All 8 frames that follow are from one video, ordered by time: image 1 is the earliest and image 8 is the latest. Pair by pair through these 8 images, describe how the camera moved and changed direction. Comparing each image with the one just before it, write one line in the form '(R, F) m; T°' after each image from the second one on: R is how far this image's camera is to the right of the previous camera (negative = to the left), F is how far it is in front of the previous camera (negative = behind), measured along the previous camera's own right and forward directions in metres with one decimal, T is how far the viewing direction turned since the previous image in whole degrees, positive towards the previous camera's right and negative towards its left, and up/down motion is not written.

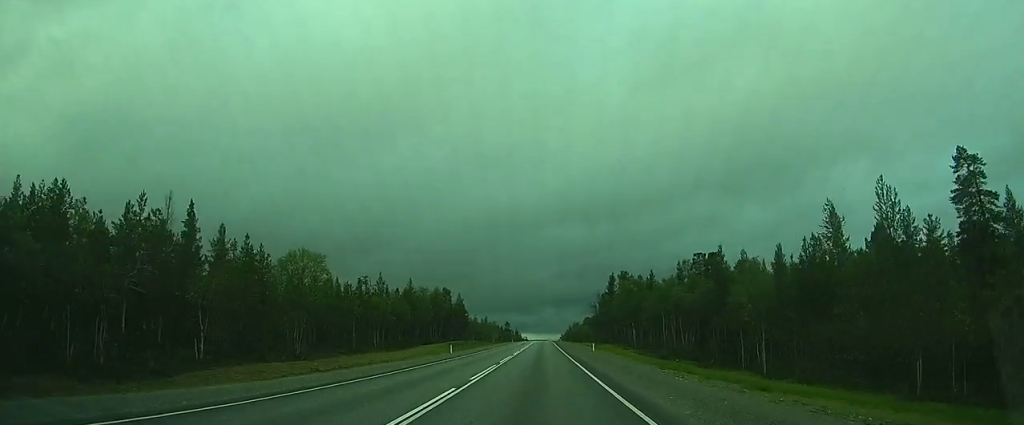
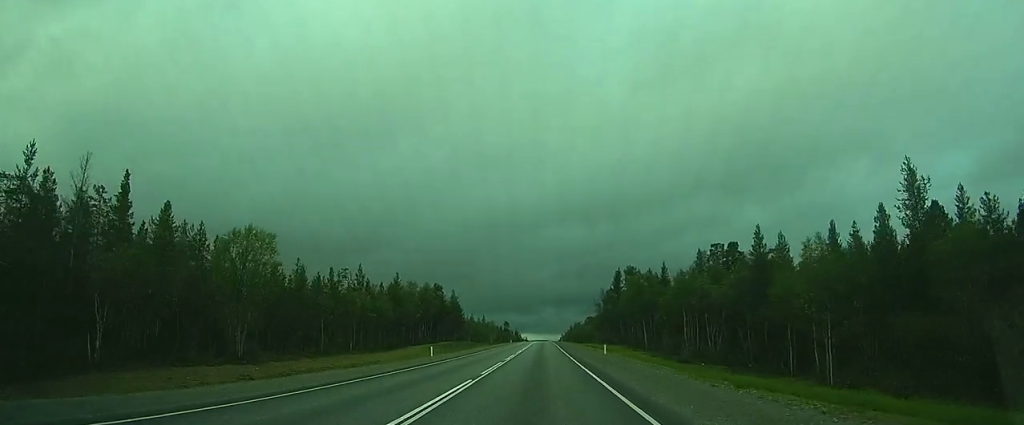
(0.0, +9.3) m; 0°
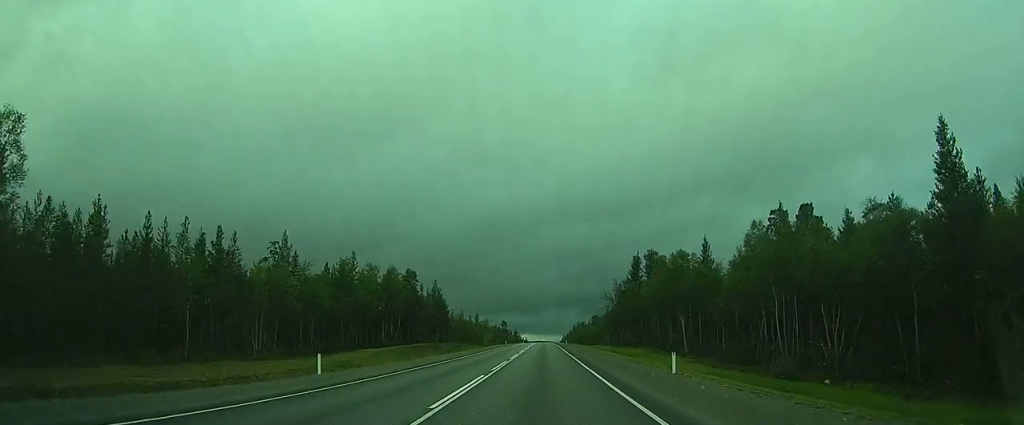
(0.0, +21.8) m; 0°
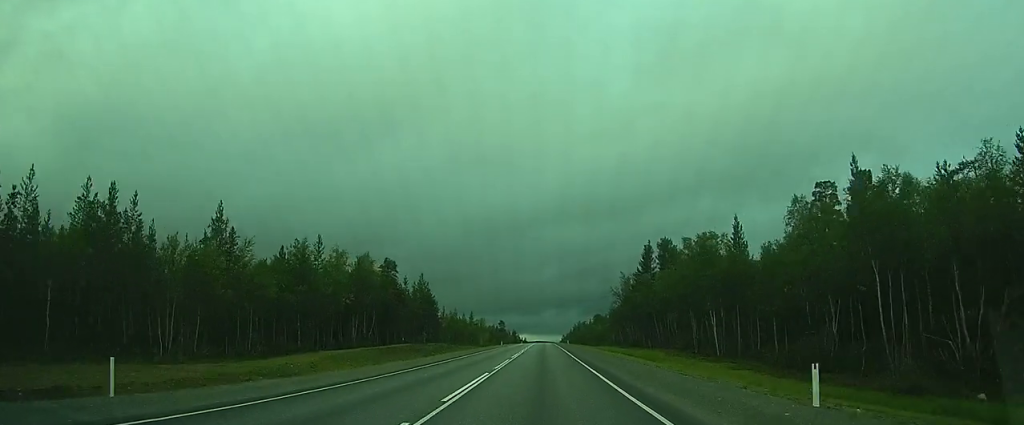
(0.0, +10.9) m; 0°
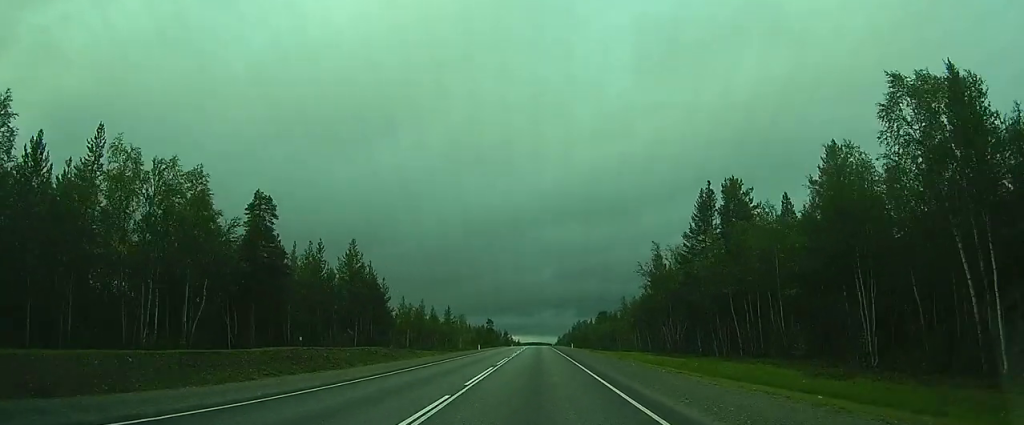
(0.0, +32.1) m; 0°
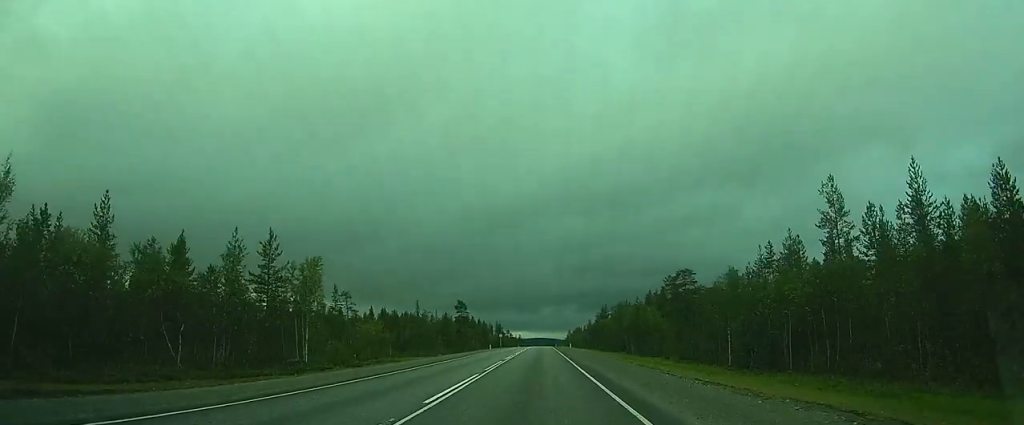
(-0.1, +89.4) m; 0°
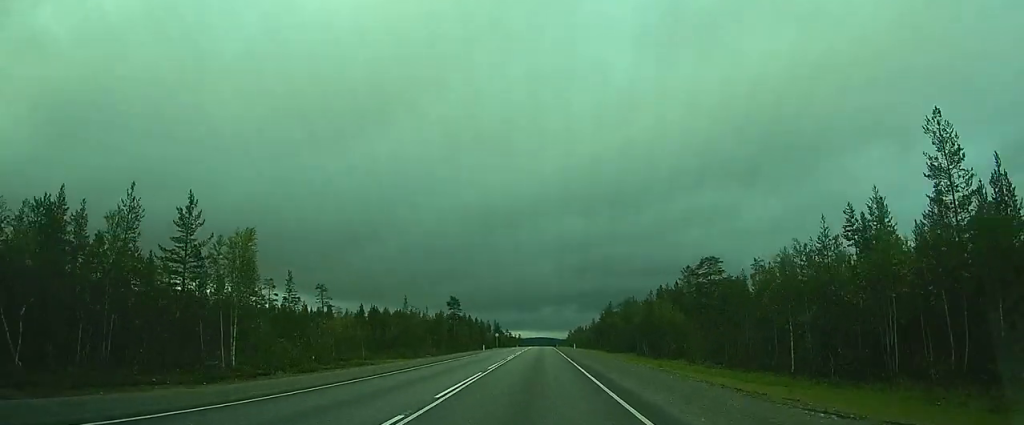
(0.0, +11.1) m; 0°
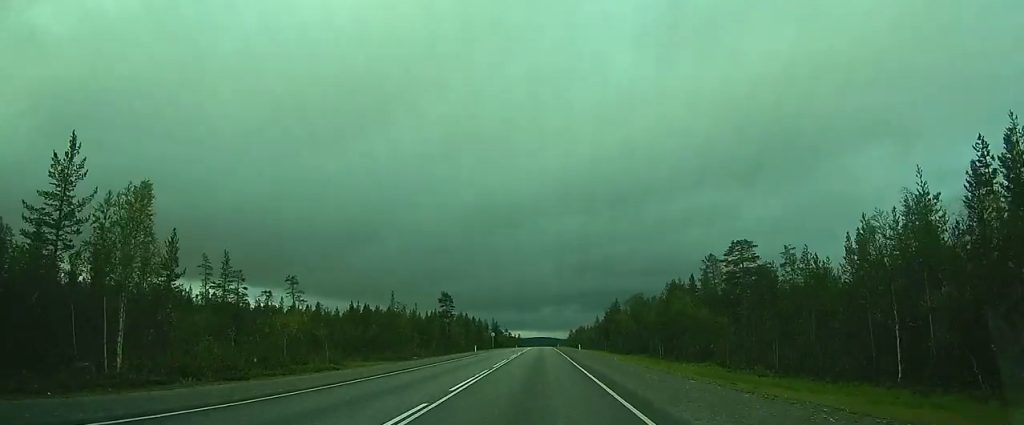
(0.0, +10.4) m; 0°
